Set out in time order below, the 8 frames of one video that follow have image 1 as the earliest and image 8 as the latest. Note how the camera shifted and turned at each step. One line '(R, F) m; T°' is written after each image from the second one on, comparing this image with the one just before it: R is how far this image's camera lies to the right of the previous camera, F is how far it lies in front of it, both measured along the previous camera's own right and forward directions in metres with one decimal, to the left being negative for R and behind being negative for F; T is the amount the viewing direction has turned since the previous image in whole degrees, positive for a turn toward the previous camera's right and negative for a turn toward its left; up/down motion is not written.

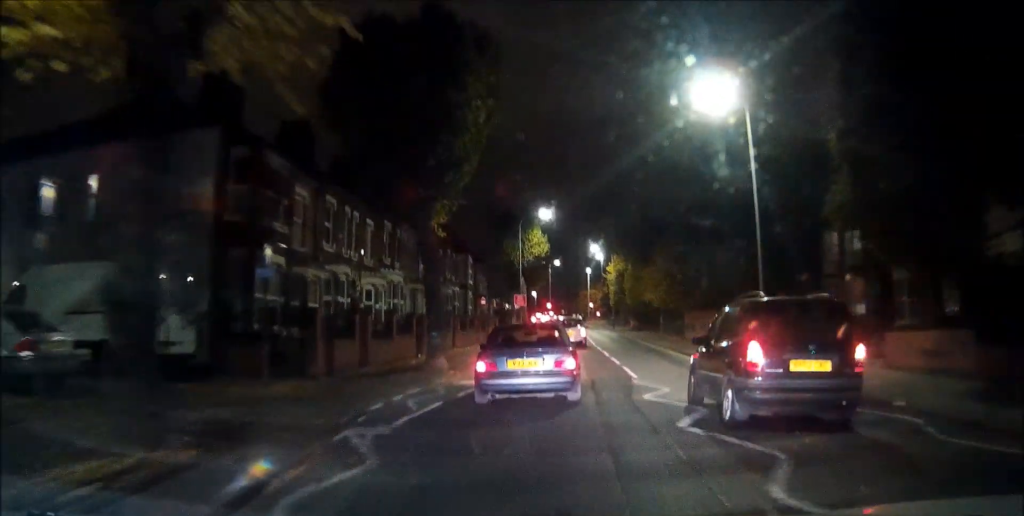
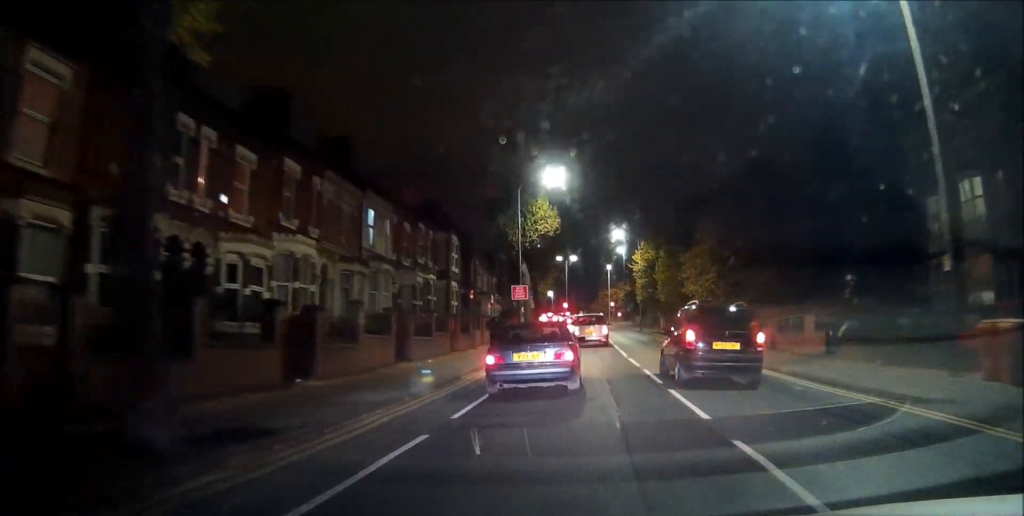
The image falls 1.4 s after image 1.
(+0.2, +15.1) m; 0°
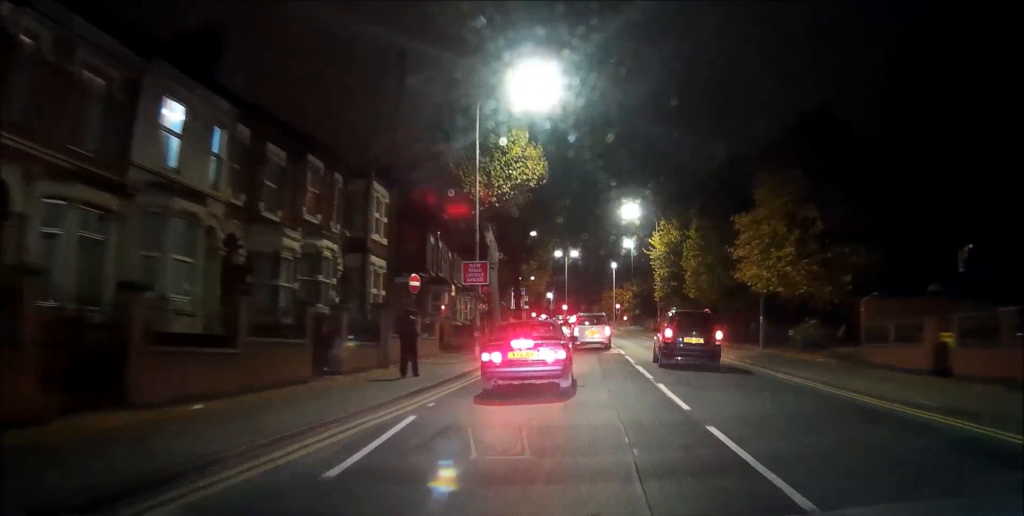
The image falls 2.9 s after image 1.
(-0.4, +17.0) m; -2°
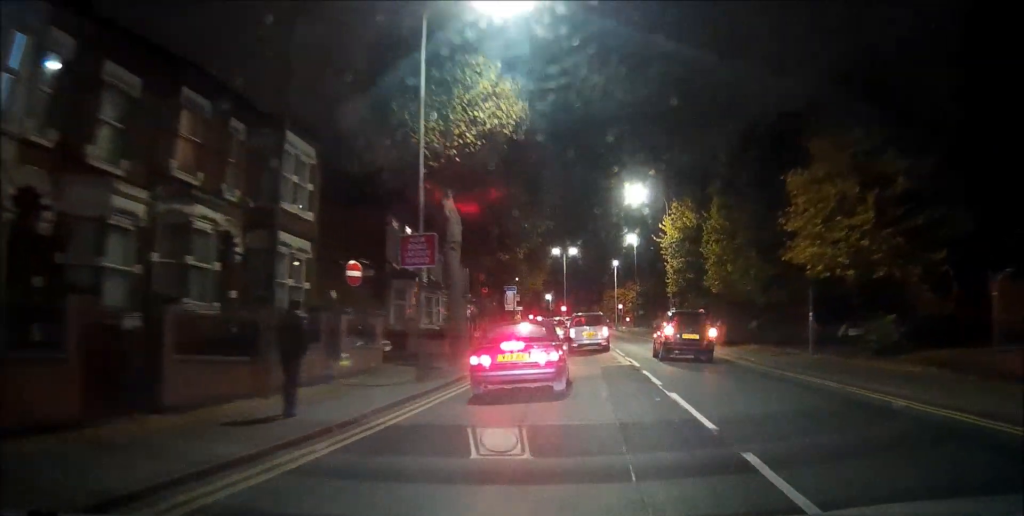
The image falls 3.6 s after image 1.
(0.0, +8.4) m; 0°
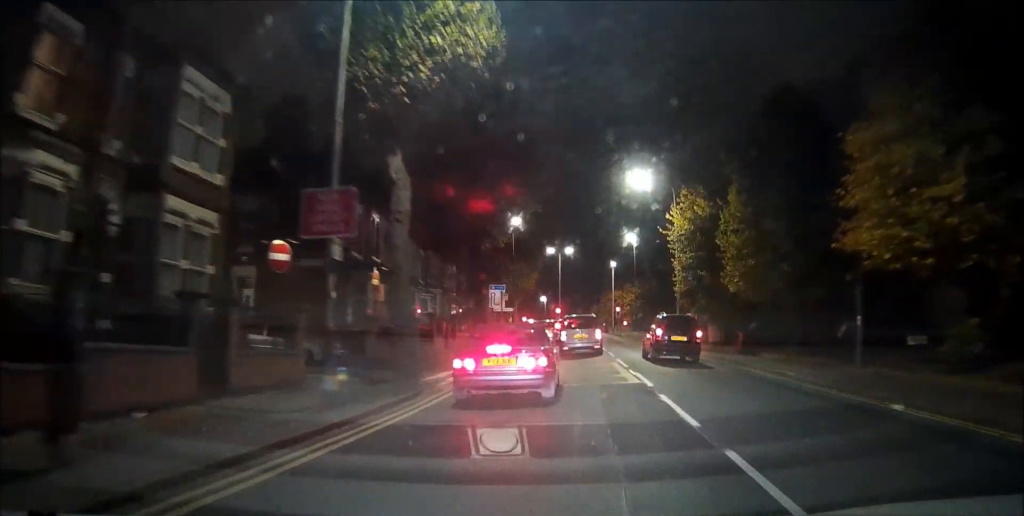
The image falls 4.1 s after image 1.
(0.0, +5.7) m; 0°
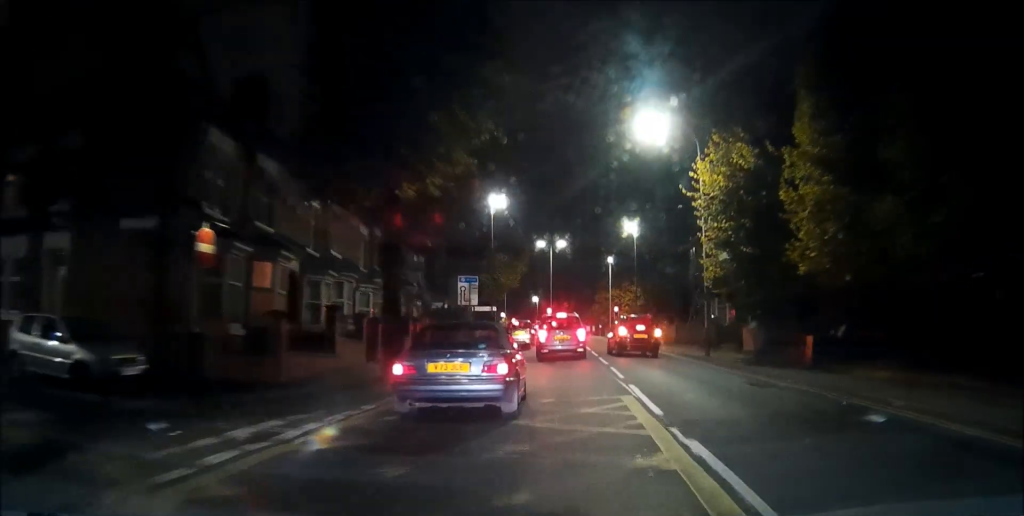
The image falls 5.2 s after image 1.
(+0.1, +11.9) m; +1°
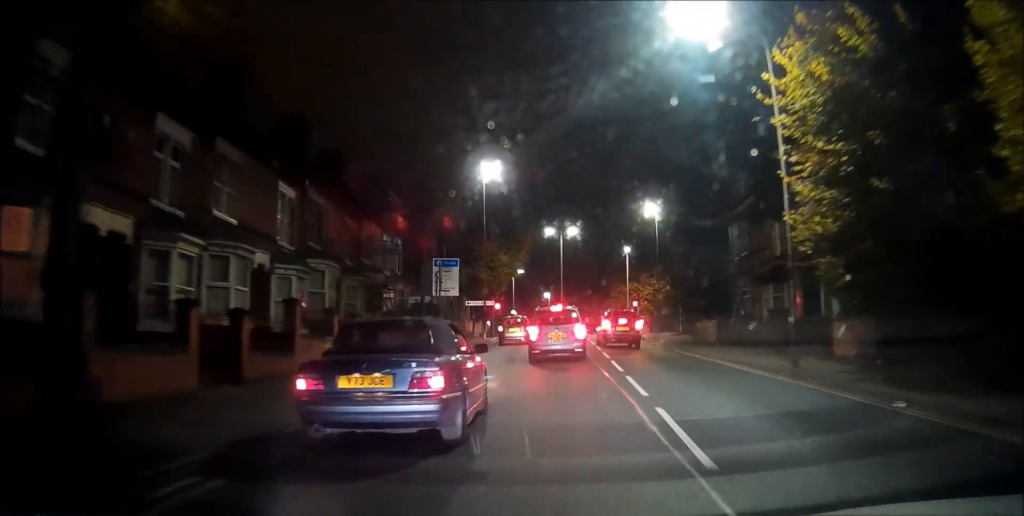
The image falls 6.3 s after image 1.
(0.0, +11.5) m; -2°
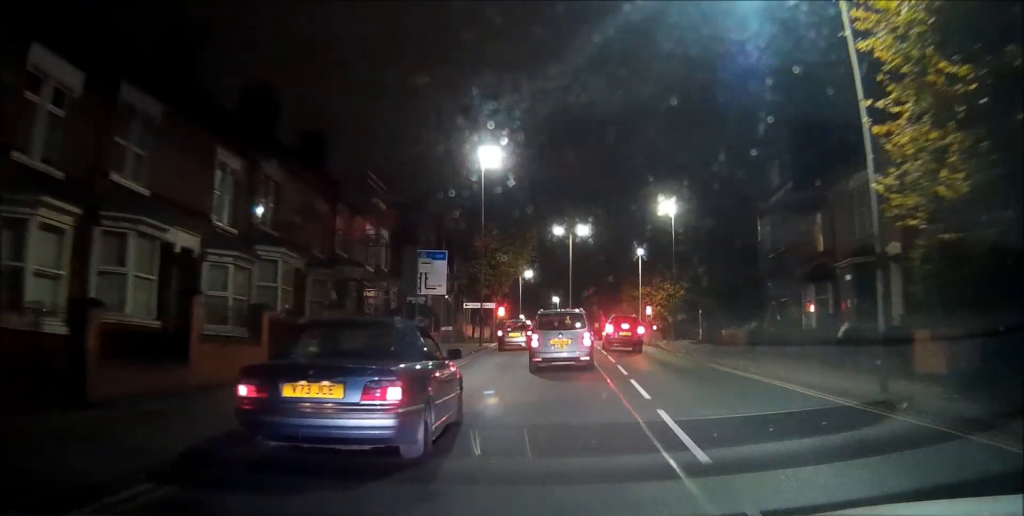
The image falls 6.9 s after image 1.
(-0.2, +5.8) m; -2°
